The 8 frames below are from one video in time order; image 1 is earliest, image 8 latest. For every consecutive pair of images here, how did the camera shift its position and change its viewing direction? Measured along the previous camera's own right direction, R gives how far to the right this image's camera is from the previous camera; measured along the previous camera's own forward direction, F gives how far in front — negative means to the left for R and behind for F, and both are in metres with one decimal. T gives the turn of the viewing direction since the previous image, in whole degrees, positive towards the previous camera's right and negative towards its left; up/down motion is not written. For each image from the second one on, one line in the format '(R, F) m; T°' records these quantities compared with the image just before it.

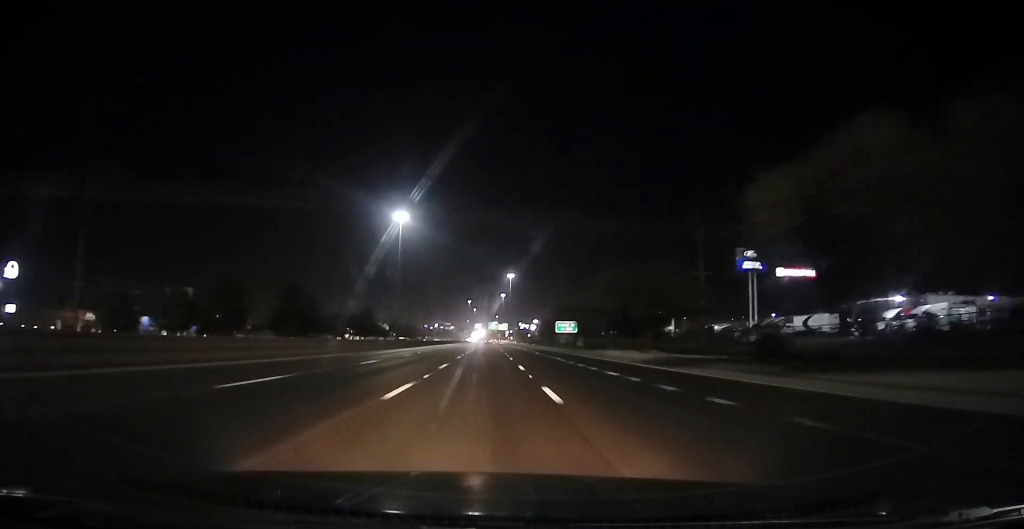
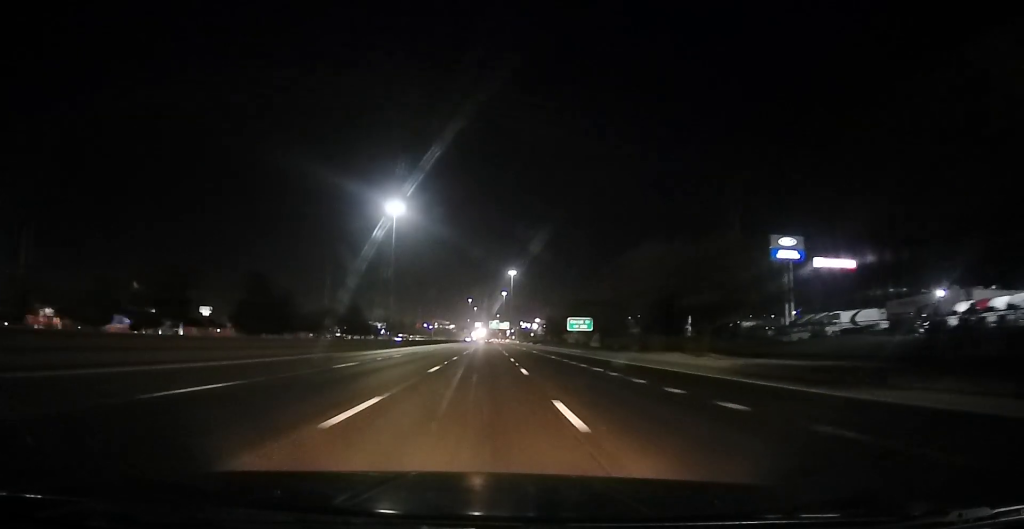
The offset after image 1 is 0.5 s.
(+0.2, +15.5) m; 0°
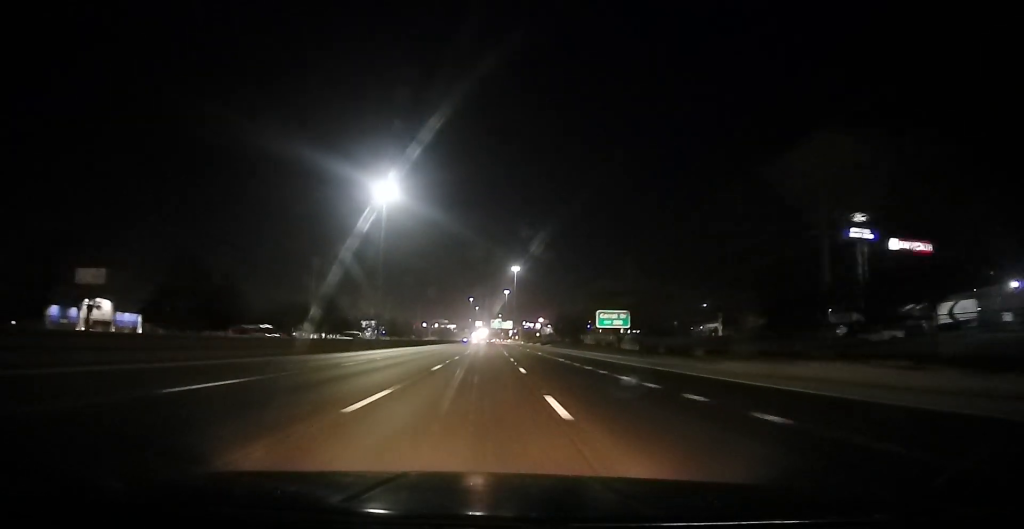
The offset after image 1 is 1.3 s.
(-0.1, +23.0) m; 0°
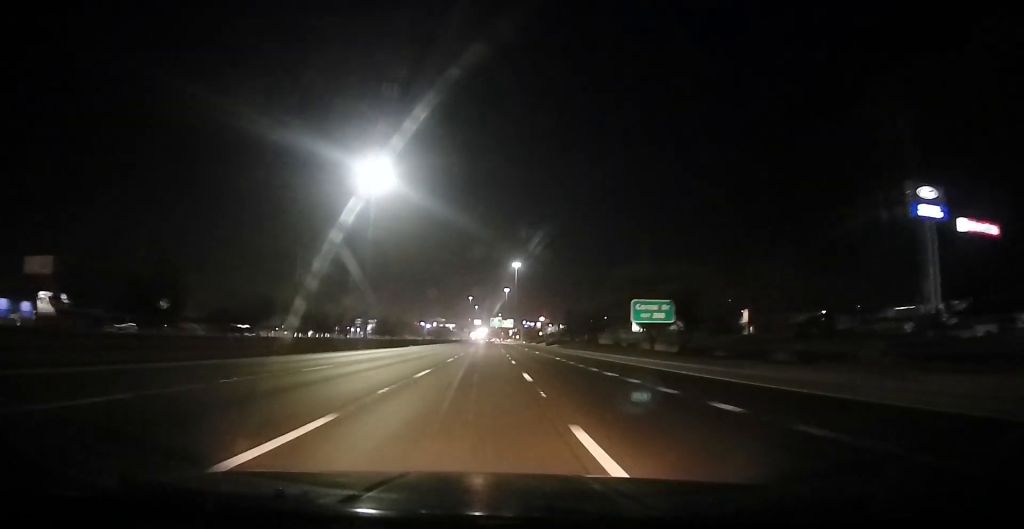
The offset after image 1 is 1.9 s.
(0.0, +16.3) m; 0°
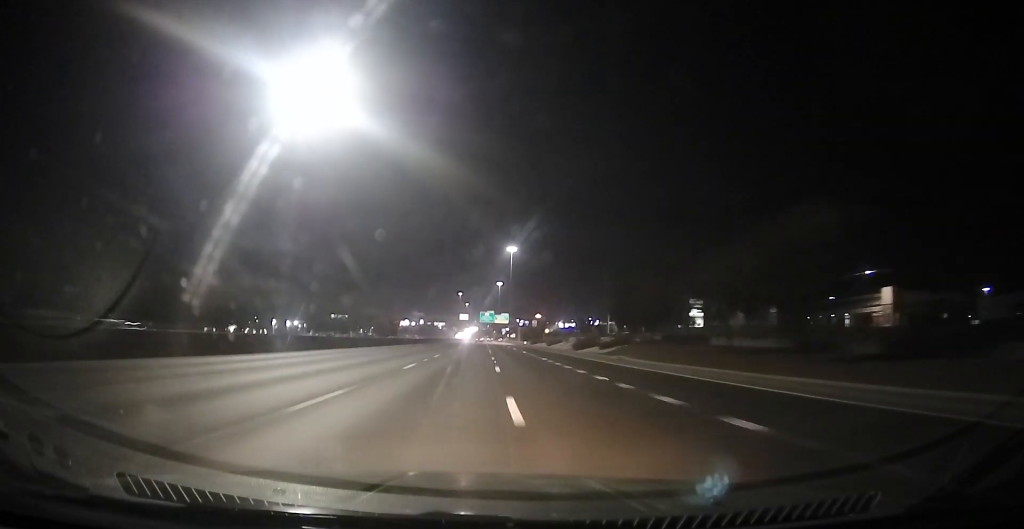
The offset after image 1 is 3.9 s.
(-0.3, +56.9) m; 0°
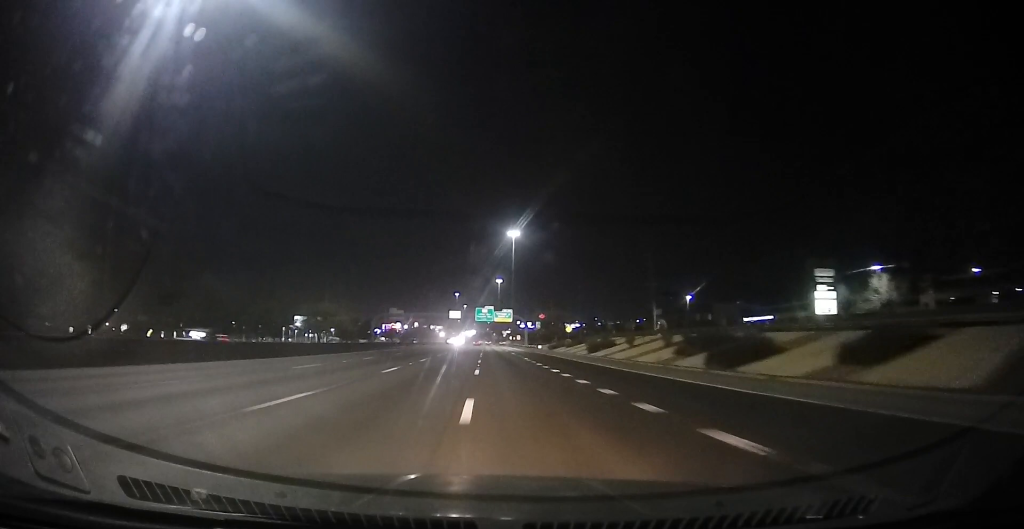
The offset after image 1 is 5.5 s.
(+0.5, +48.3) m; 0°
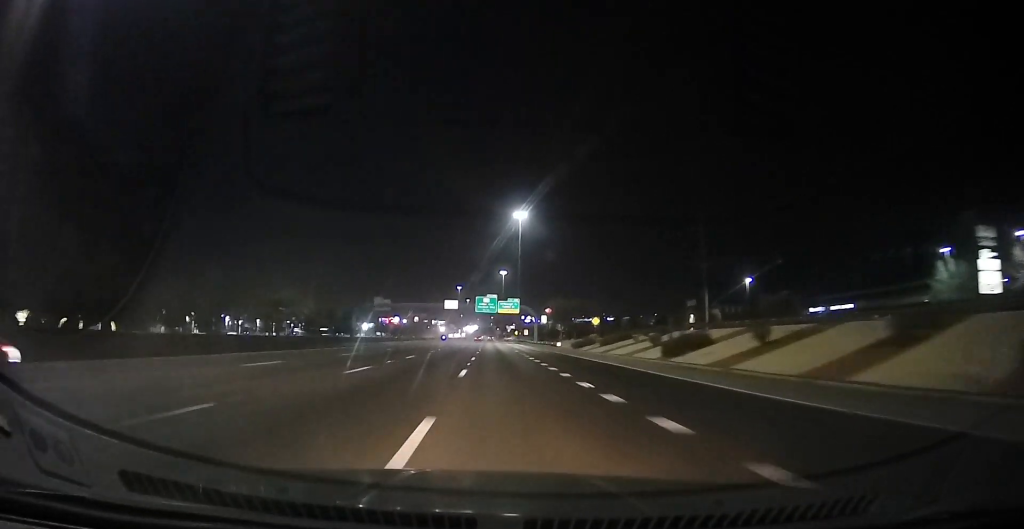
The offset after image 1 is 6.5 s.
(-0.1, +27.9) m; +1°
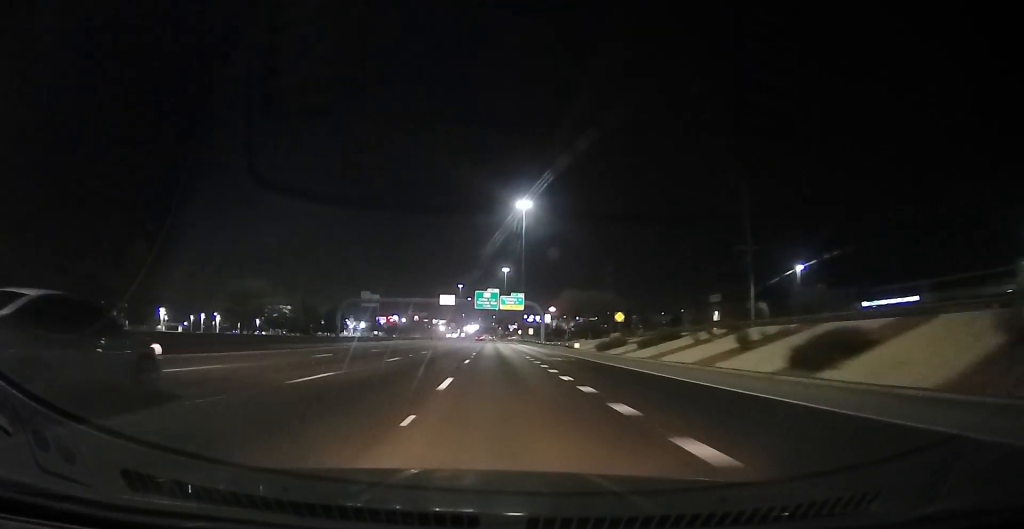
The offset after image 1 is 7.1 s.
(+0.2, +16.3) m; 0°
